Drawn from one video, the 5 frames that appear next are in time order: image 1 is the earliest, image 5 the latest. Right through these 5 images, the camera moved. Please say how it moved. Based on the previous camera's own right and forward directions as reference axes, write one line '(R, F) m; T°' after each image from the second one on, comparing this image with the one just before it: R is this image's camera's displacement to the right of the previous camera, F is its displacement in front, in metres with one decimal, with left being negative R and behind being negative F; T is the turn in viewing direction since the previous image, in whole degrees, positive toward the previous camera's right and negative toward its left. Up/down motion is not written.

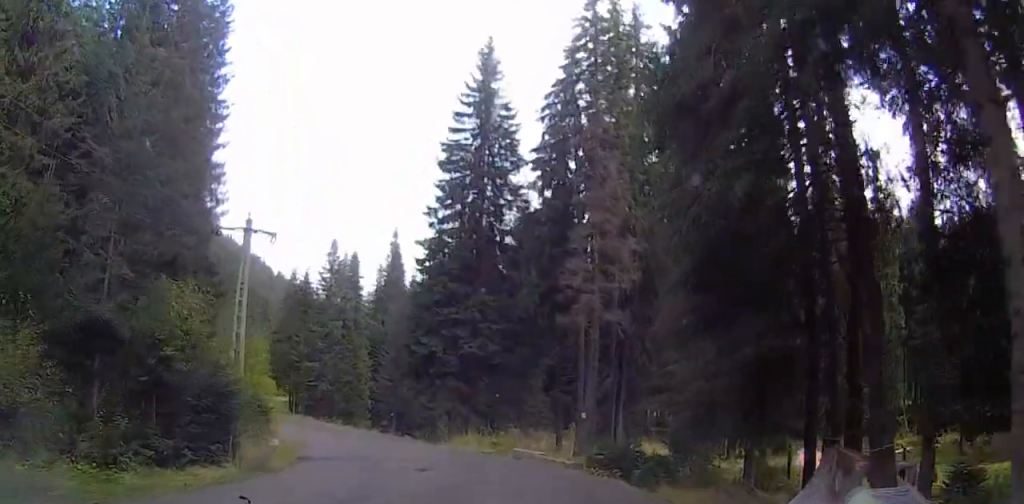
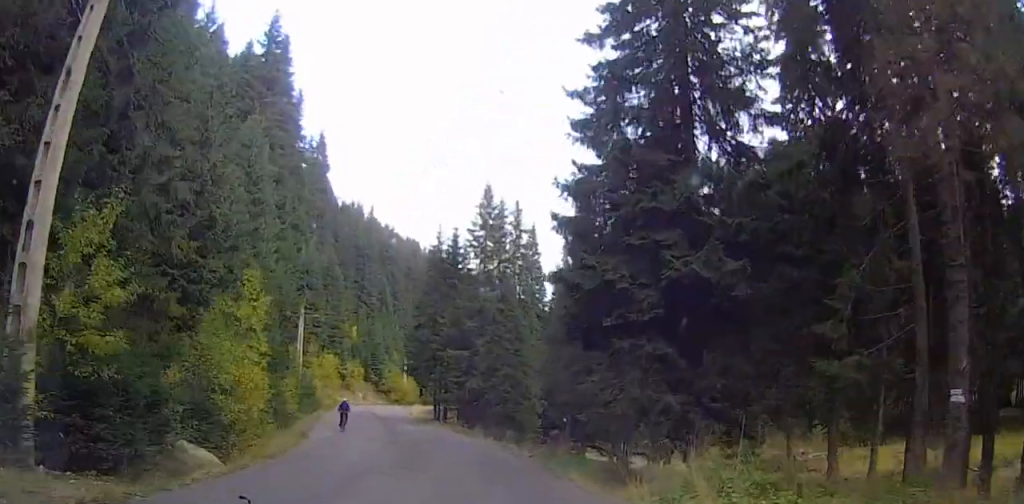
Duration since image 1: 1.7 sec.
(-7.7, +22.7) m; -17°
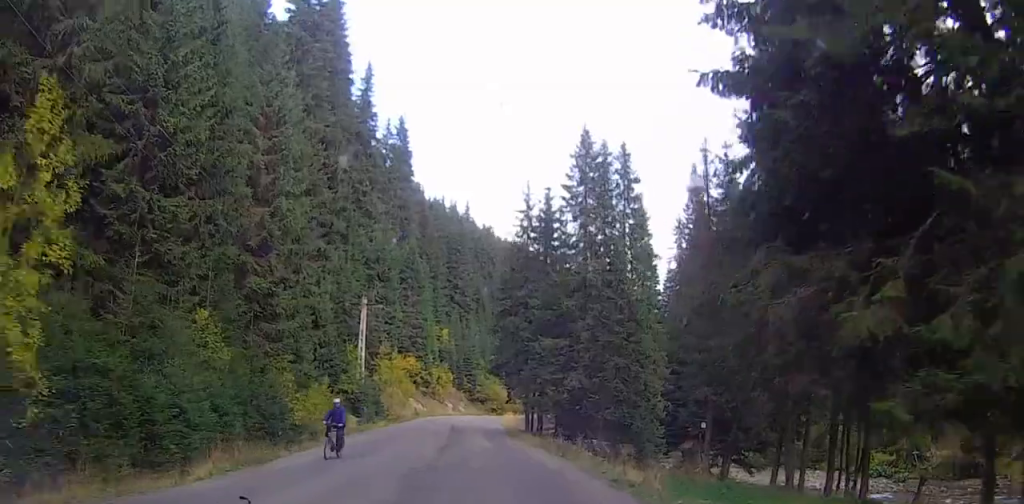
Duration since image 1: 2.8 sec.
(-0.2, +14.8) m; -5°
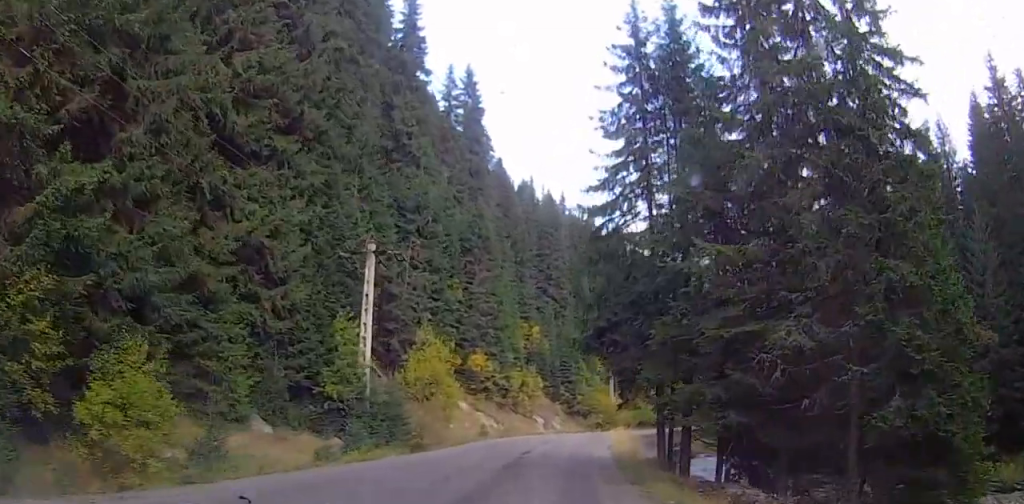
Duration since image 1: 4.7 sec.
(-2.9, +23.6) m; -11°
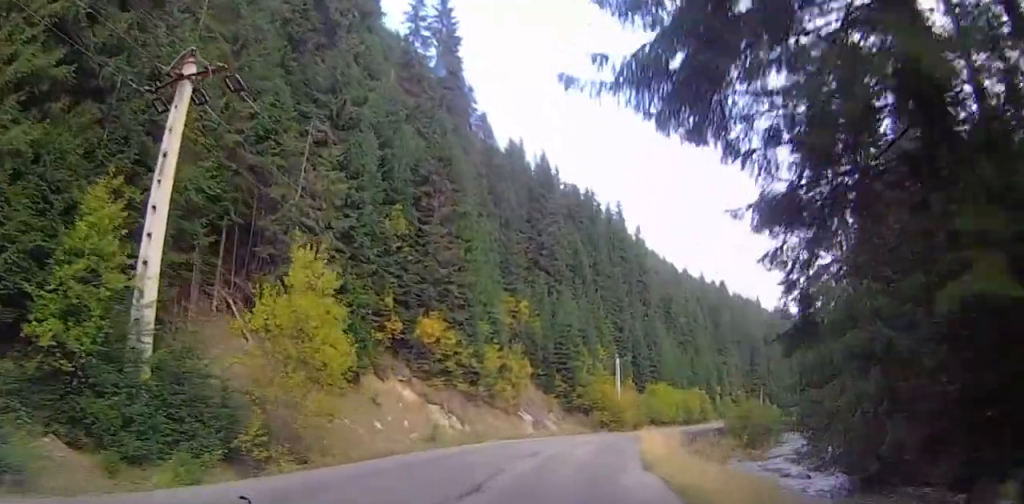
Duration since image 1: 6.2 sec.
(-0.4, +18.6) m; -1°
